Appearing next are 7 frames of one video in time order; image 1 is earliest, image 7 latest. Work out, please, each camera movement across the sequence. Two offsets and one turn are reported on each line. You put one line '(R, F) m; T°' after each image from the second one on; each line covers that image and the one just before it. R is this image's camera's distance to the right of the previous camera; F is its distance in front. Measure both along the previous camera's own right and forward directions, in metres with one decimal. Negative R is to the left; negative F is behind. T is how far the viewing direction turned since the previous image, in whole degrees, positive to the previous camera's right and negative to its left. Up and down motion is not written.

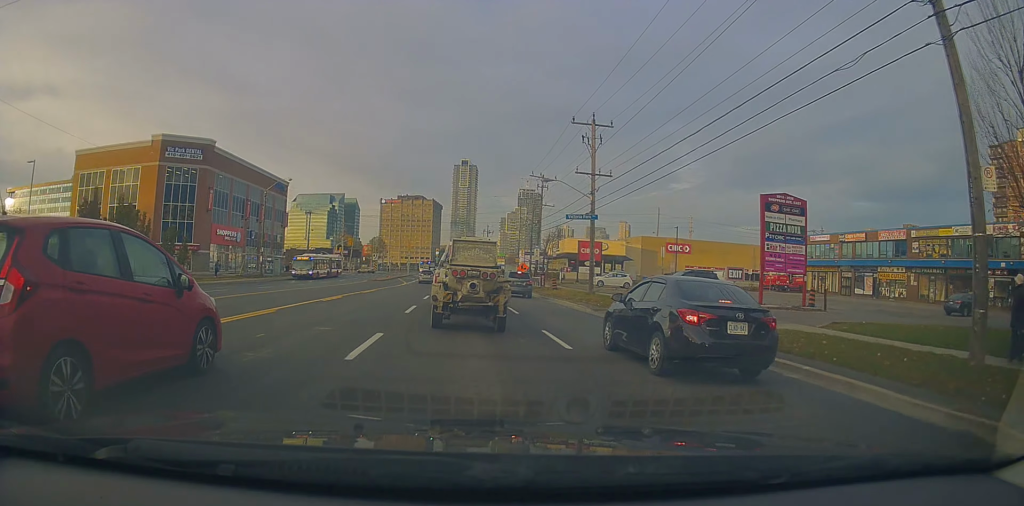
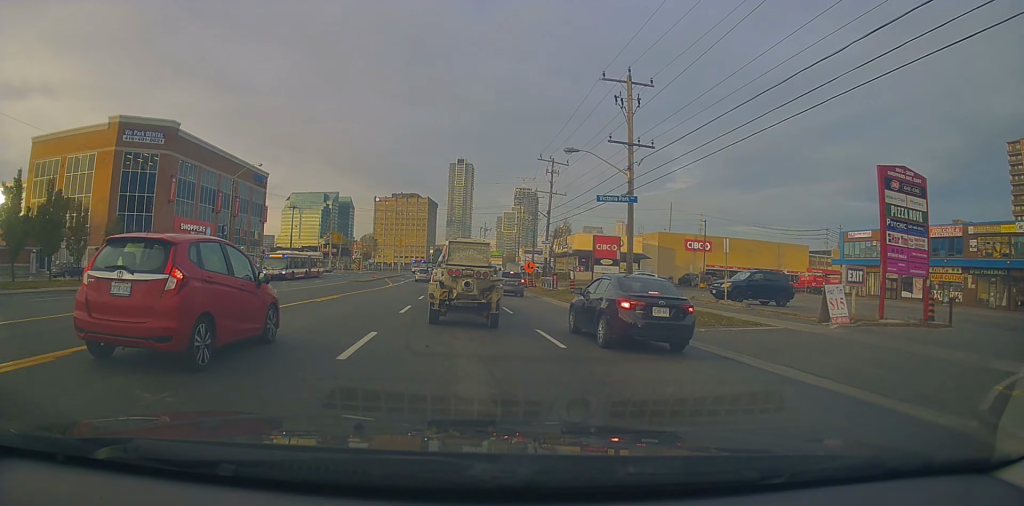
(+0.3, +9.1) m; +2°
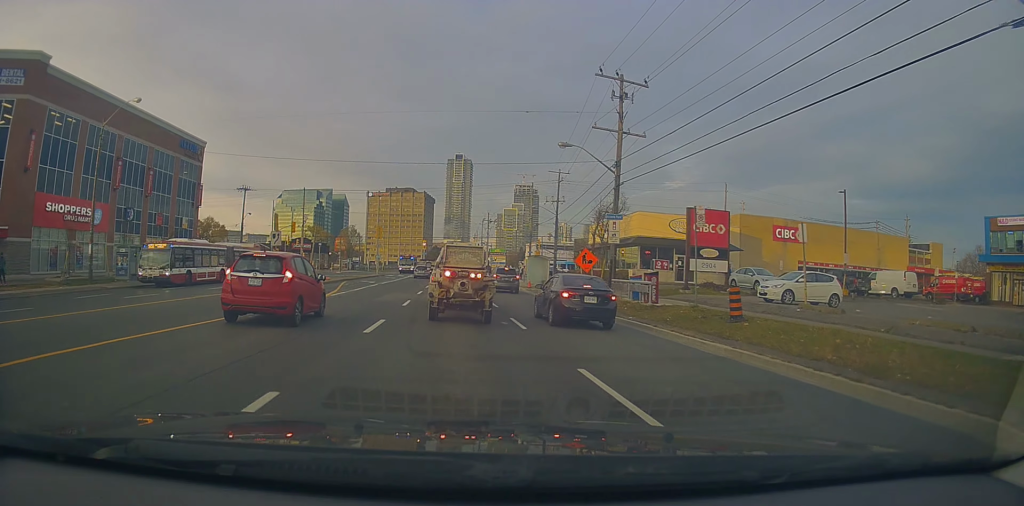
(-0.1, +23.6) m; 0°
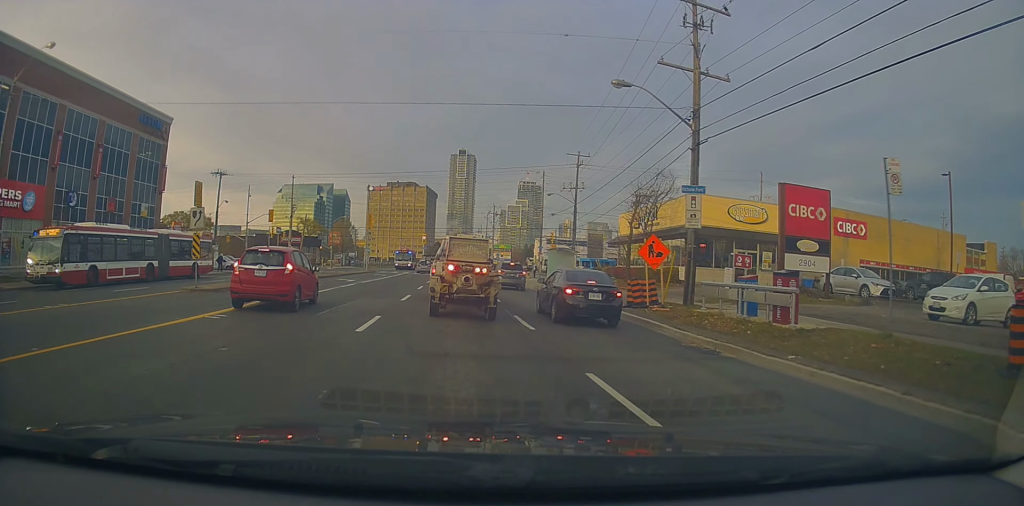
(+0.1, +10.0) m; 0°
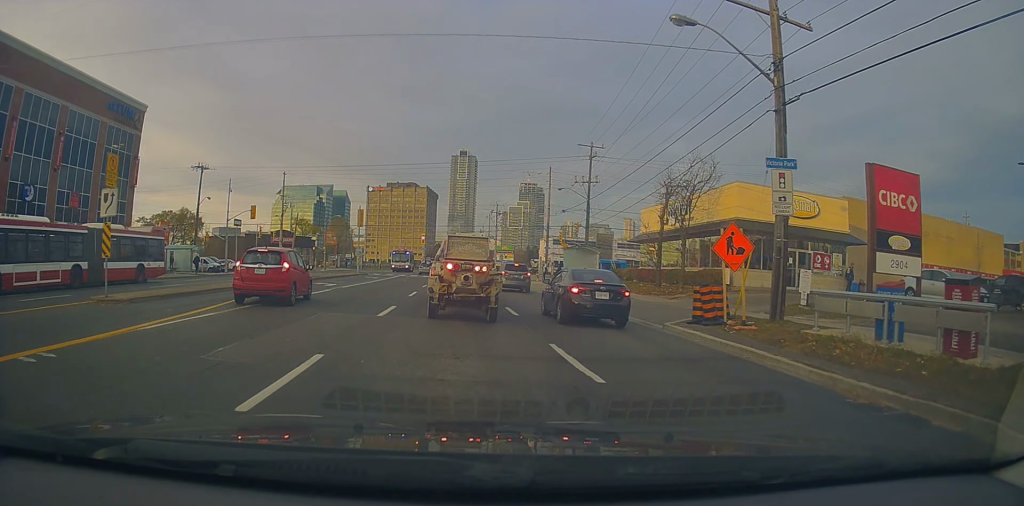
(0.0, +6.9) m; 0°
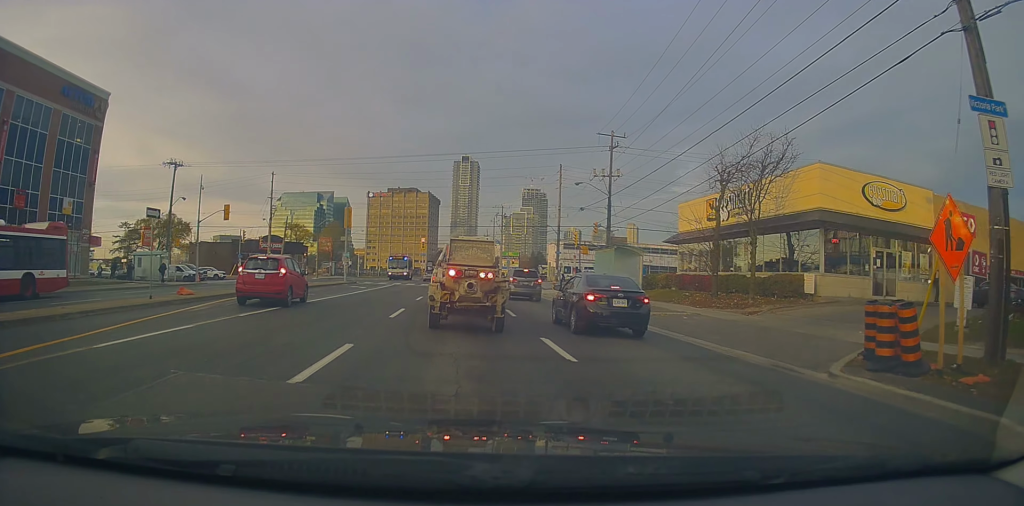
(-0.1, +8.3) m; -3°
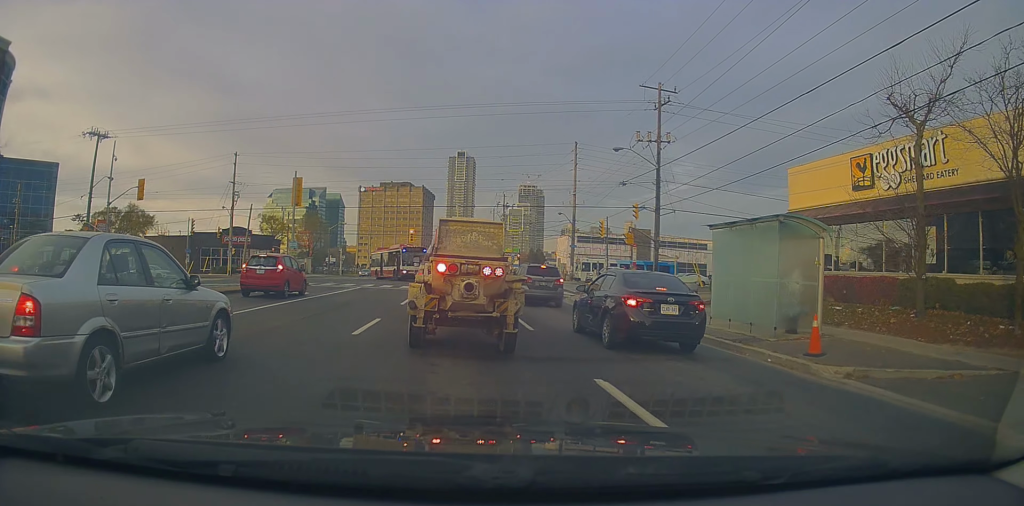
(-0.5, +16.3) m; -2°
